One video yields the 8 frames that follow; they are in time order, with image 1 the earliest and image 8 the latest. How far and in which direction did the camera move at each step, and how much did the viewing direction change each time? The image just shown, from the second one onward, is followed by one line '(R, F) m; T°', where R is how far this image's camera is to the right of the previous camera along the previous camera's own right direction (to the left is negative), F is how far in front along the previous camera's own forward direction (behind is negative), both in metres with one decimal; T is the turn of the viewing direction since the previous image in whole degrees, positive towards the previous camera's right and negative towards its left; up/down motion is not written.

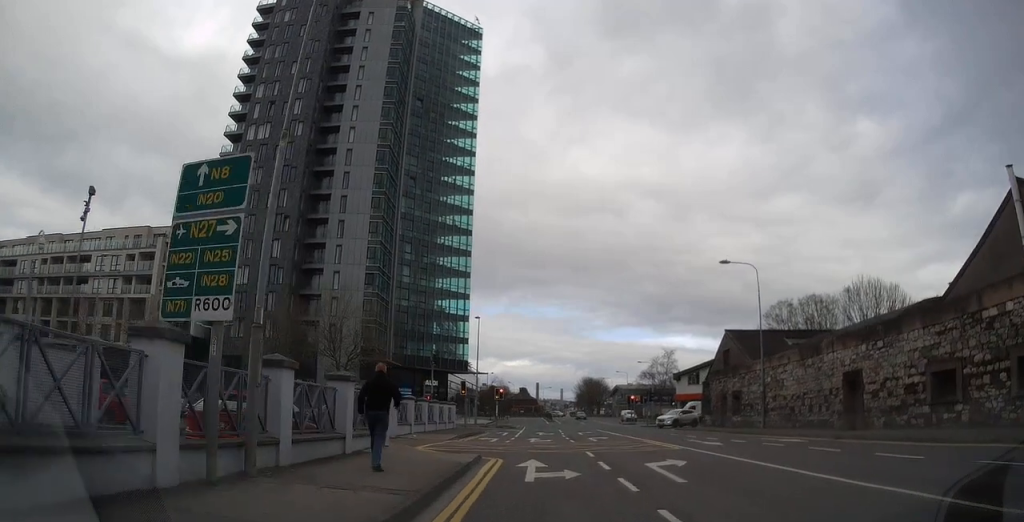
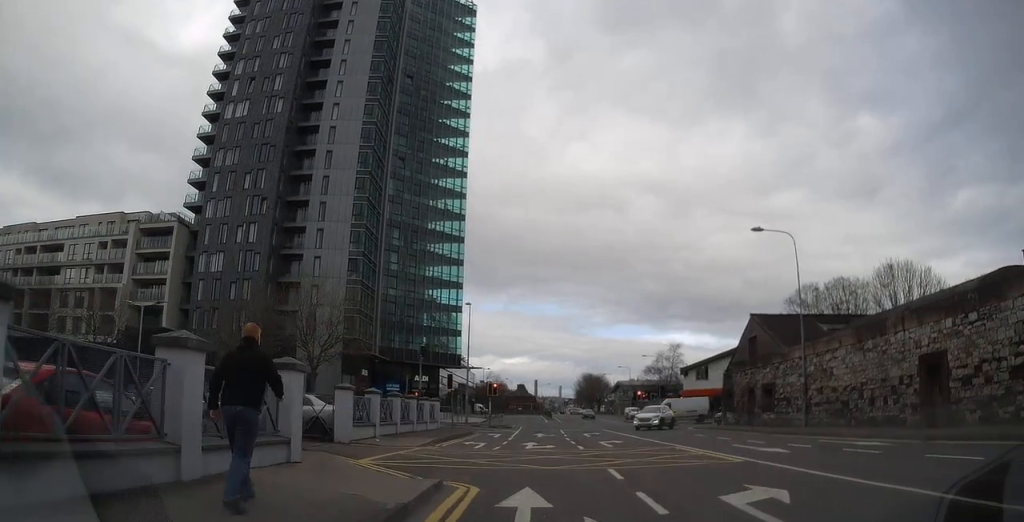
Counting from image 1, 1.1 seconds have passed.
(+0.3, +6.6) m; 0°
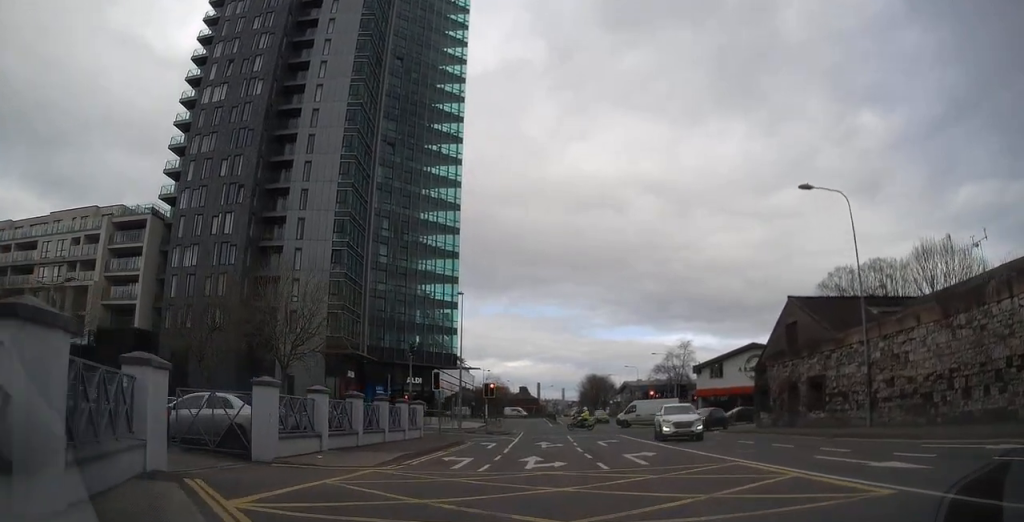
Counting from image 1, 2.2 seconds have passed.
(-0.3, +6.5) m; -2°
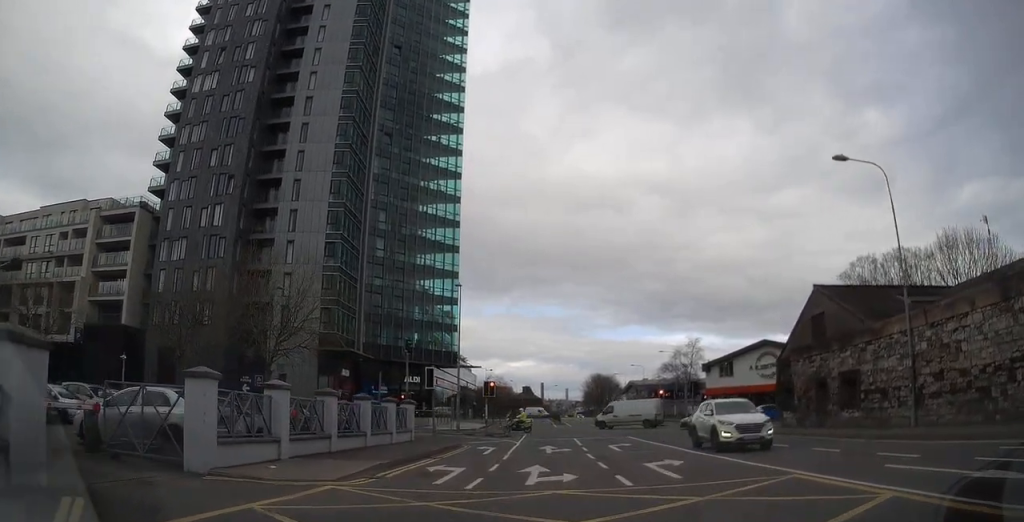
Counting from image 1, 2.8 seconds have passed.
(+0.1, +3.2) m; +1°
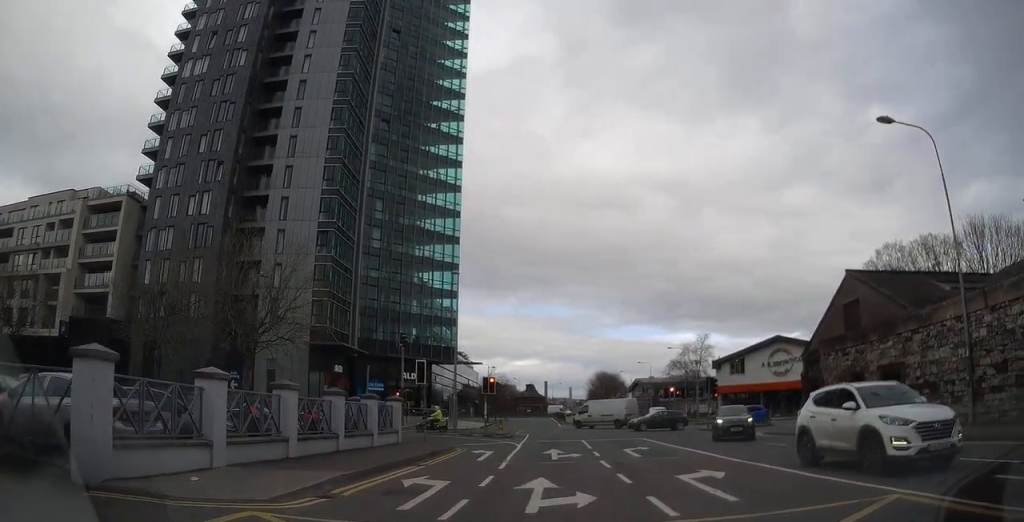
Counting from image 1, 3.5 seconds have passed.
(+0.1, +3.5) m; +1°
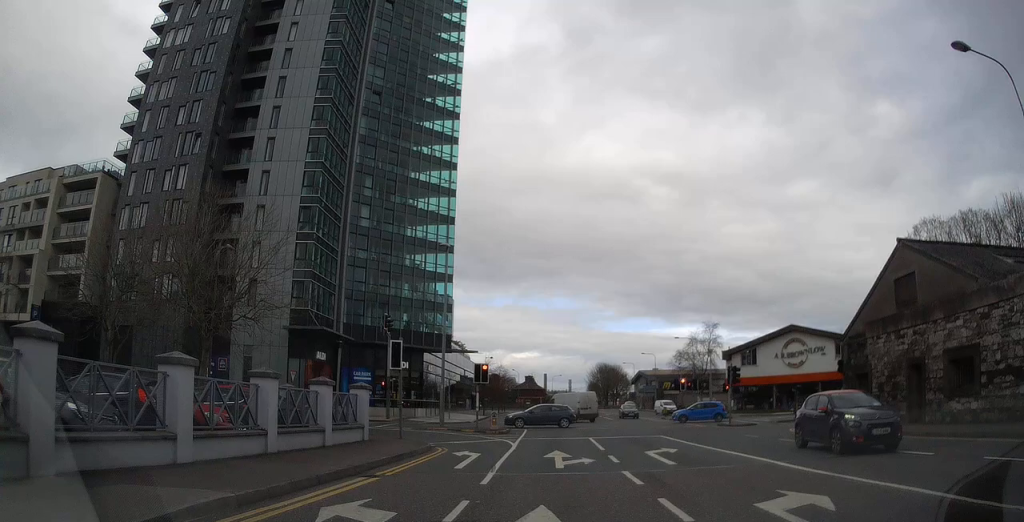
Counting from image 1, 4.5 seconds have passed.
(0.0, +4.8) m; -2°
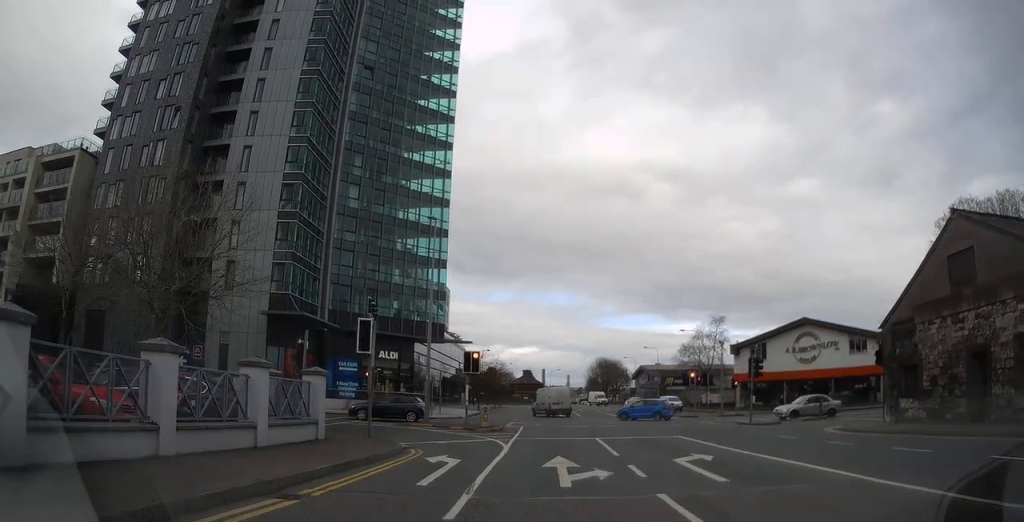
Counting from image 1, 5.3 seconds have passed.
(-0.1, +3.8) m; -1°
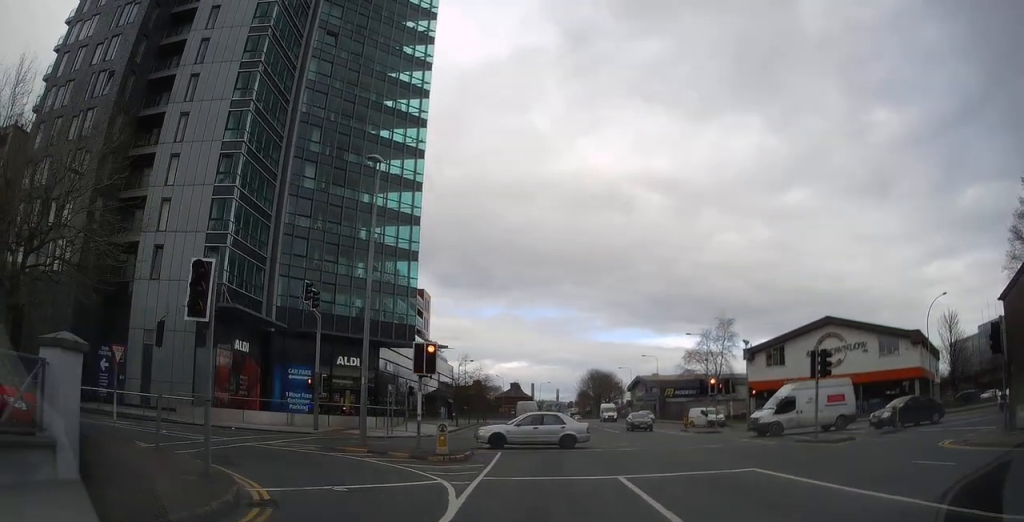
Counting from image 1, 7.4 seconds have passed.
(+0.2, +9.0) m; +2°
